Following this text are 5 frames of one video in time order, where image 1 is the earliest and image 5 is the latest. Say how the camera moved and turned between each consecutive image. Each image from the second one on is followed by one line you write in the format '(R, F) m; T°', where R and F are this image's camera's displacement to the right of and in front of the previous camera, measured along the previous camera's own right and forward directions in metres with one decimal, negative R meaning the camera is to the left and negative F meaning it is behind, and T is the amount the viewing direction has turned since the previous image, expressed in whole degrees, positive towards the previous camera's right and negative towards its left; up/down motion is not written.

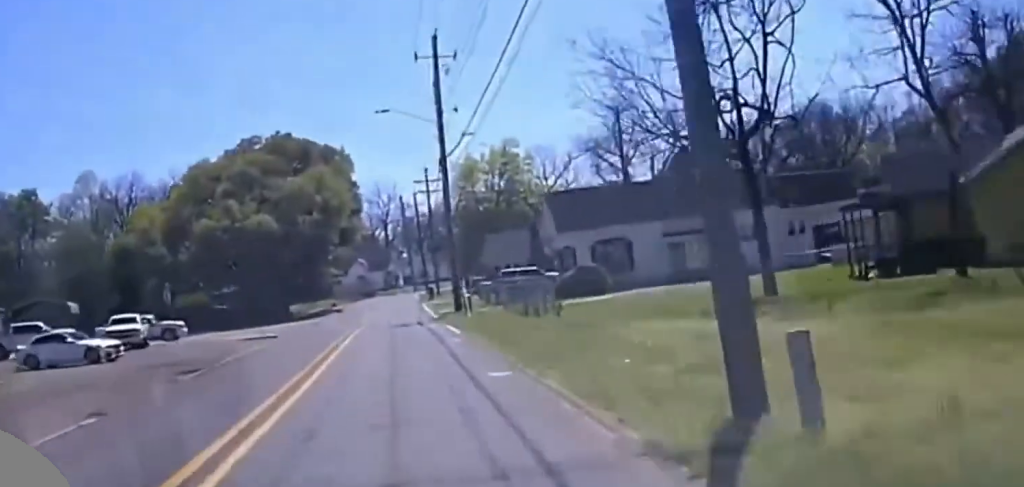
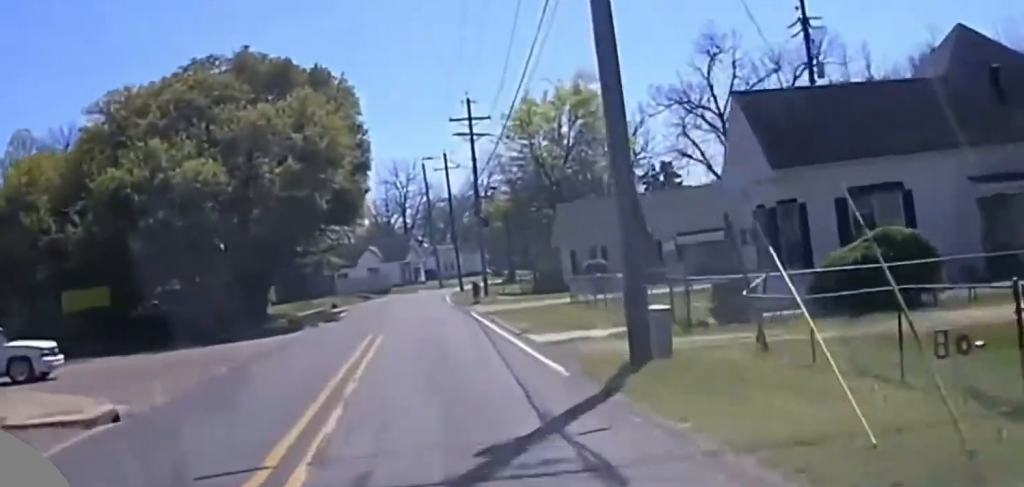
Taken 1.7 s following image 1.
(-0.2, +34.2) m; -1°
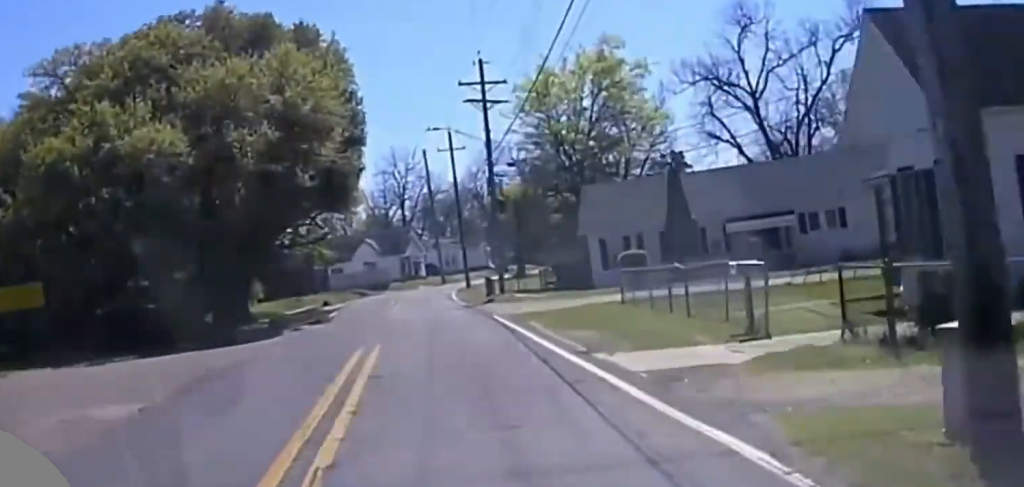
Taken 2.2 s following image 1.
(+0.1, +10.1) m; 0°
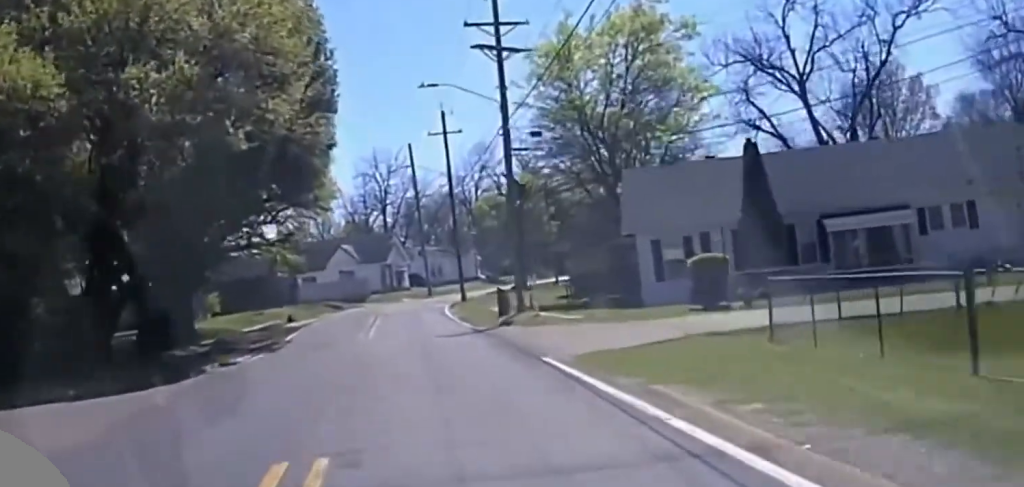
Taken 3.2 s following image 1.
(-0.3, +14.2) m; 0°
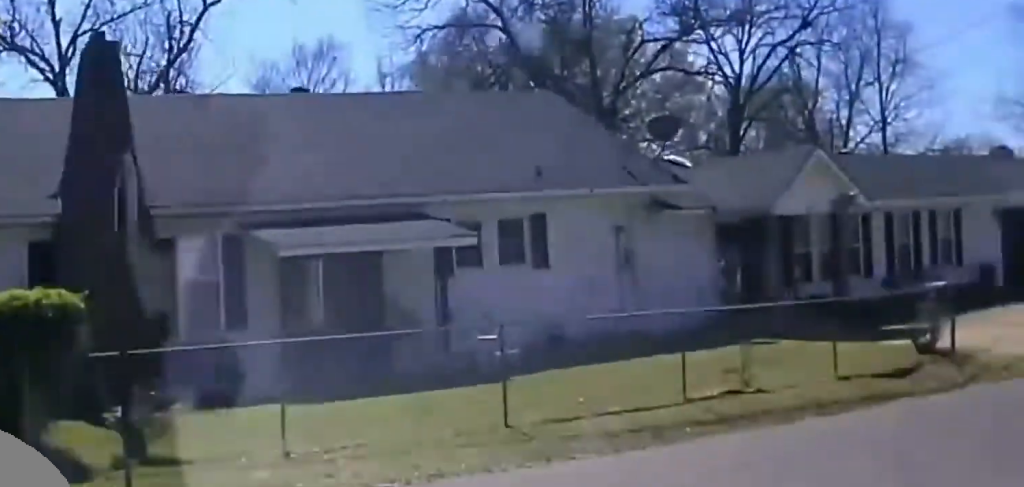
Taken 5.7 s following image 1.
(+5.8, +24.5) m; +47°
